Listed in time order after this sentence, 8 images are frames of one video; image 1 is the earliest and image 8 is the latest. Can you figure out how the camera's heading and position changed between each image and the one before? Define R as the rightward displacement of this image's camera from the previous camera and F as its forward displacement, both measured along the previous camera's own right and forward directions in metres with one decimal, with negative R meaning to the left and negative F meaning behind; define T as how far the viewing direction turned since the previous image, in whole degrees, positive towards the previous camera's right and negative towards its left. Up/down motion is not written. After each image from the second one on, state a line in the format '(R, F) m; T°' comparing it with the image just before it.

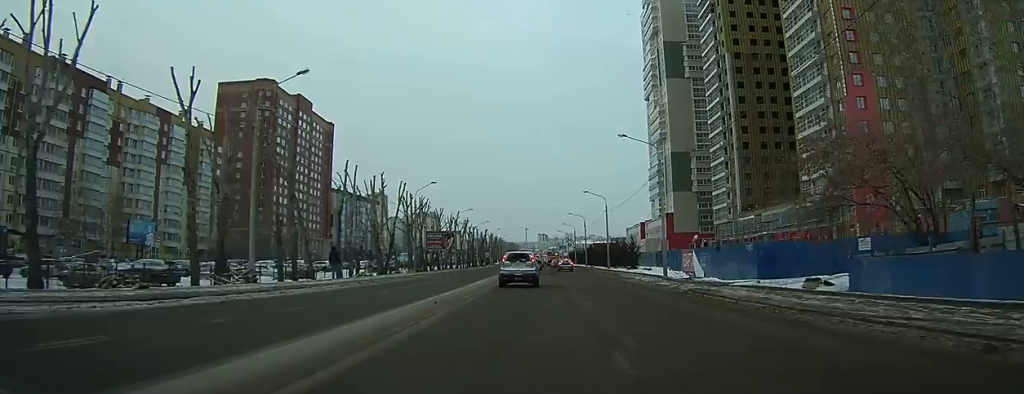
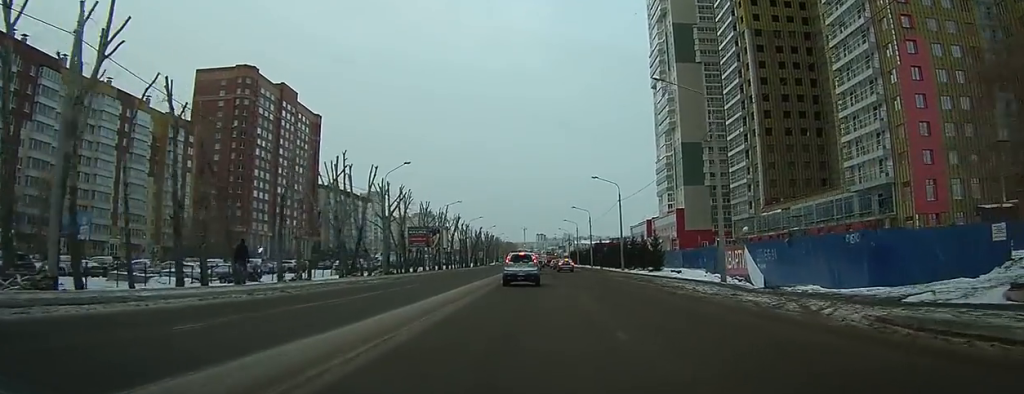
(0.0, +13.4) m; 0°
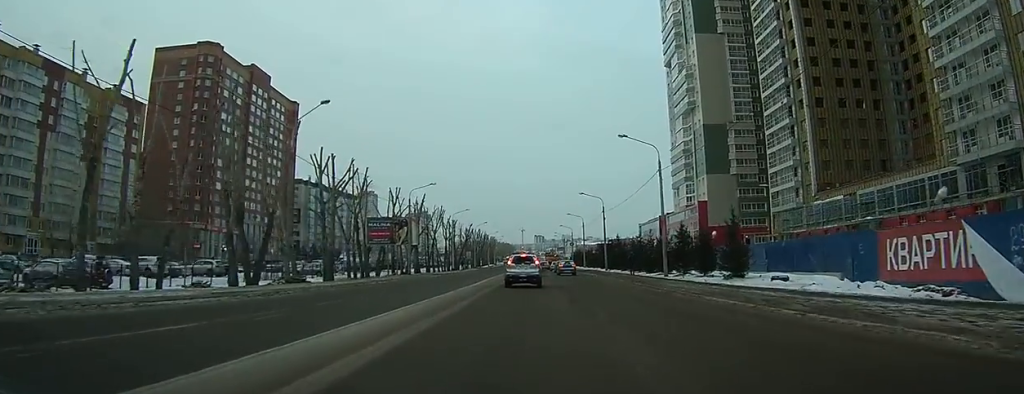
(-0.3, +20.0) m; 0°
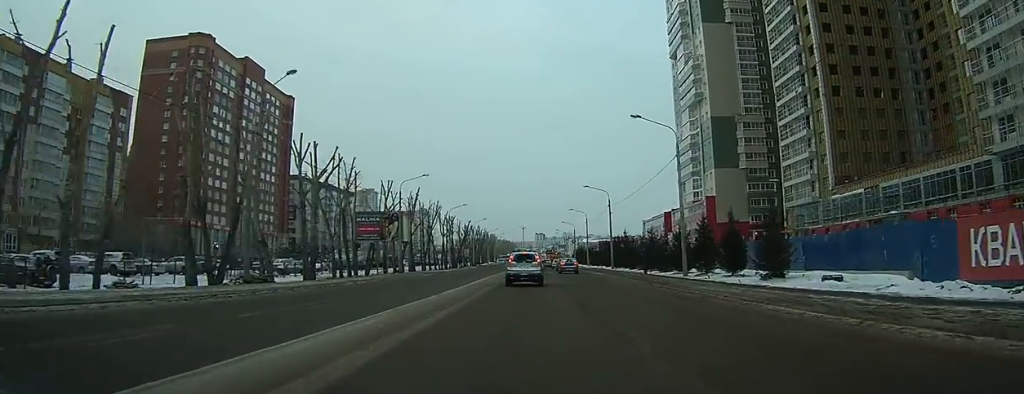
(0.0, +4.2) m; 0°
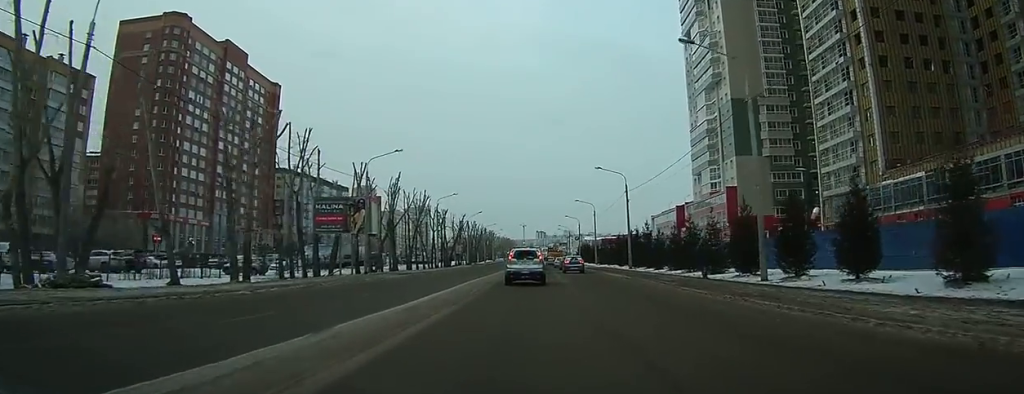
(+0.2, +9.9) m; +1°
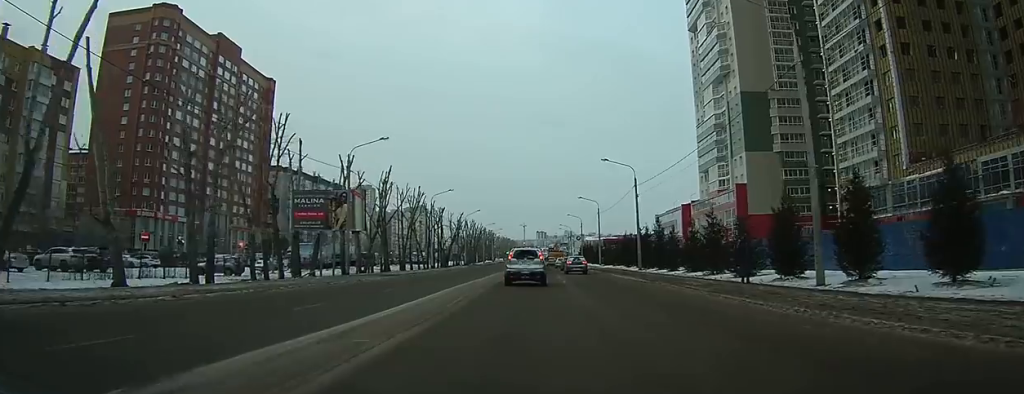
(0.0, +3.8) m; 0°
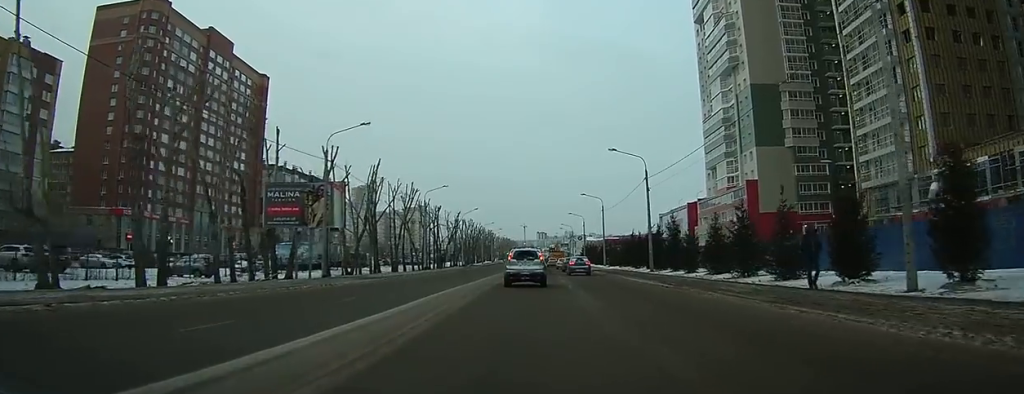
(0.0, +4.2) m; 0°
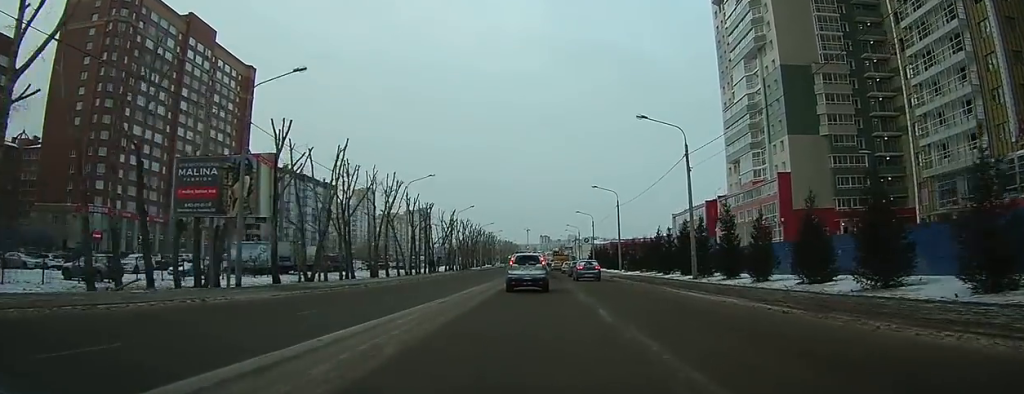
(-0.1, +11.7) m; -1°
